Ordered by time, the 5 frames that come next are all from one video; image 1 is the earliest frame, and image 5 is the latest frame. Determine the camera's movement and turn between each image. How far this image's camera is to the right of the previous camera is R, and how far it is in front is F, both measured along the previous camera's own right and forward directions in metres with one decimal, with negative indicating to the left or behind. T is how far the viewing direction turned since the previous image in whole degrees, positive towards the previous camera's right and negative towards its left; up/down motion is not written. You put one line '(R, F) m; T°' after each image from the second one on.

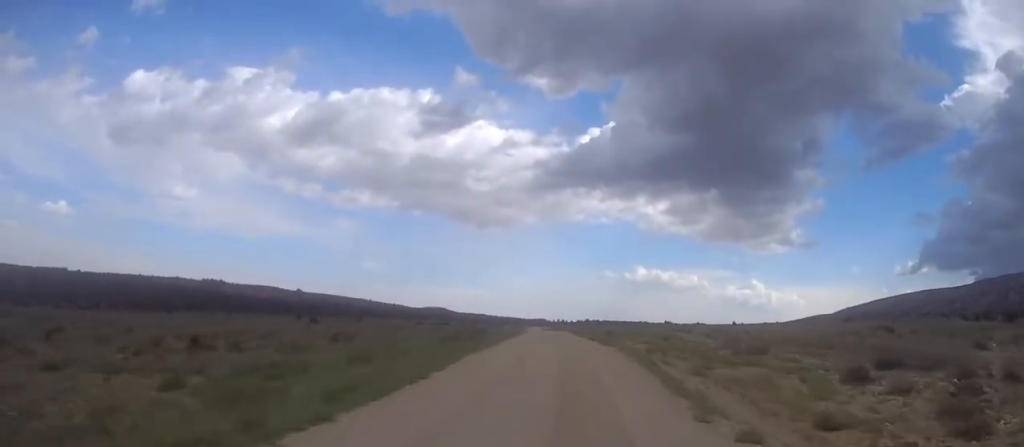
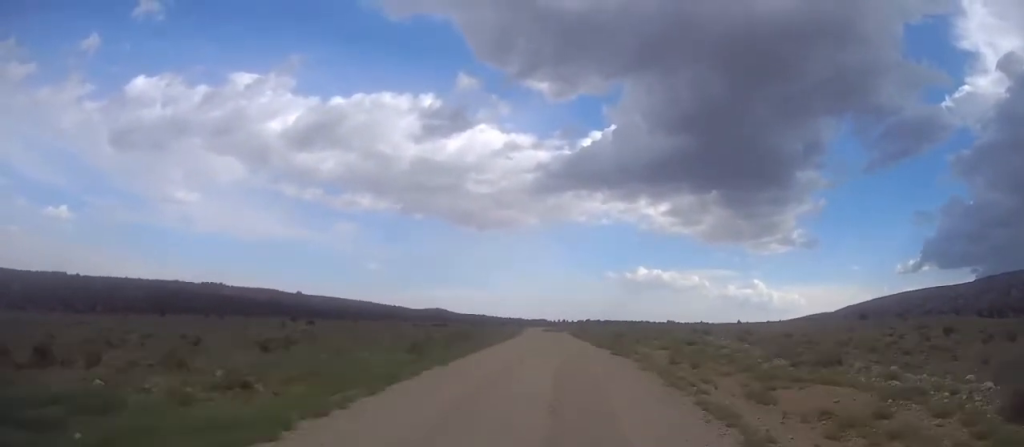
(0.0, +9.0) m; 0°
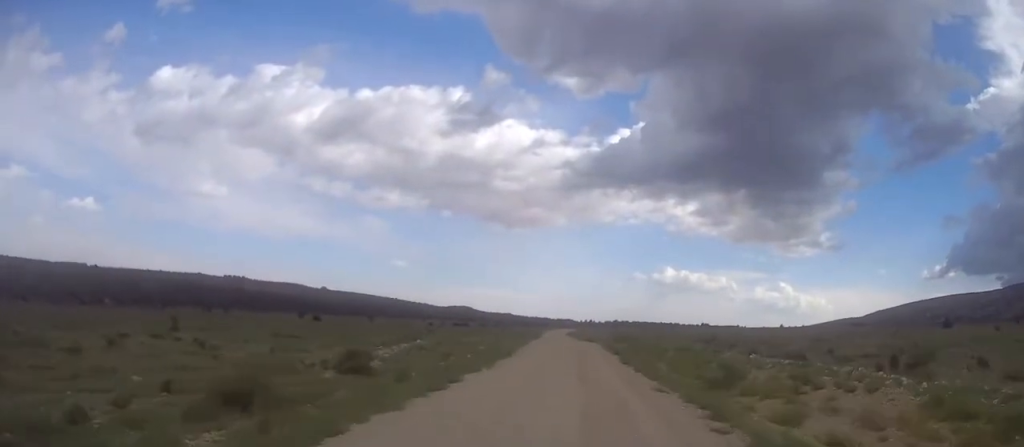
(-0.2, +30.3) m; -3°
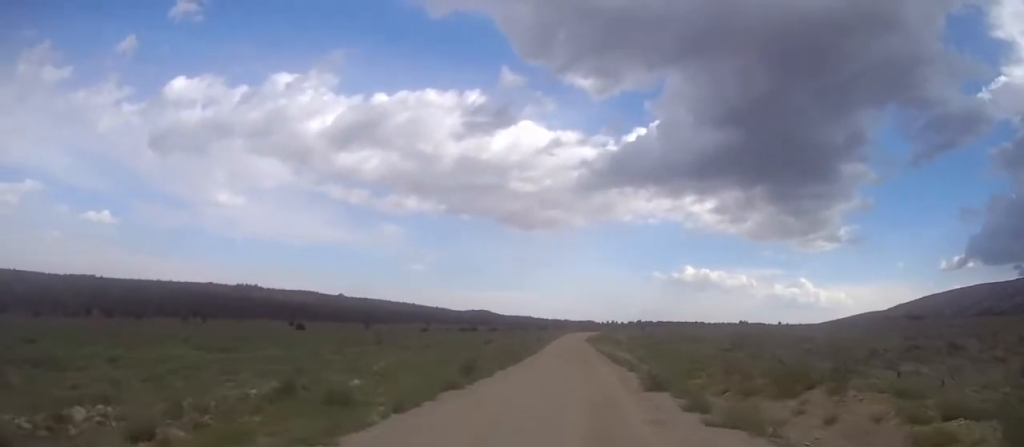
(+0.4, +48.1) m; -1°
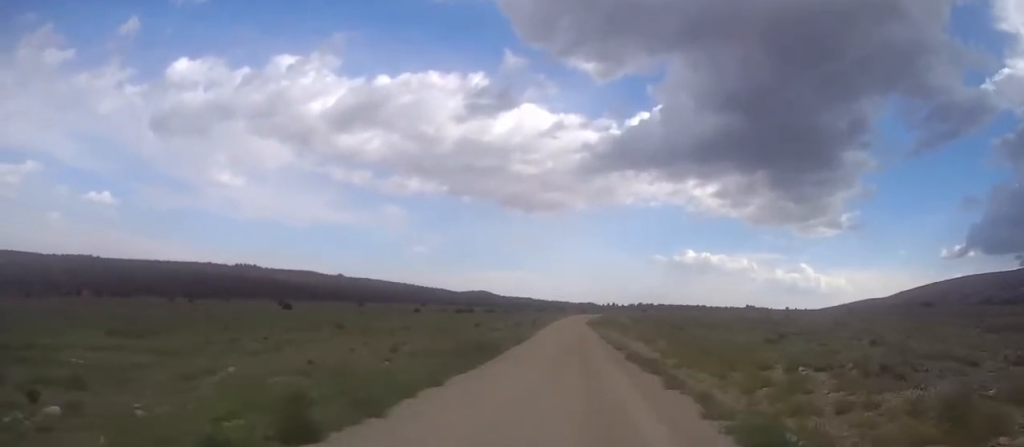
(-0.7, +14.2) m; 0°
